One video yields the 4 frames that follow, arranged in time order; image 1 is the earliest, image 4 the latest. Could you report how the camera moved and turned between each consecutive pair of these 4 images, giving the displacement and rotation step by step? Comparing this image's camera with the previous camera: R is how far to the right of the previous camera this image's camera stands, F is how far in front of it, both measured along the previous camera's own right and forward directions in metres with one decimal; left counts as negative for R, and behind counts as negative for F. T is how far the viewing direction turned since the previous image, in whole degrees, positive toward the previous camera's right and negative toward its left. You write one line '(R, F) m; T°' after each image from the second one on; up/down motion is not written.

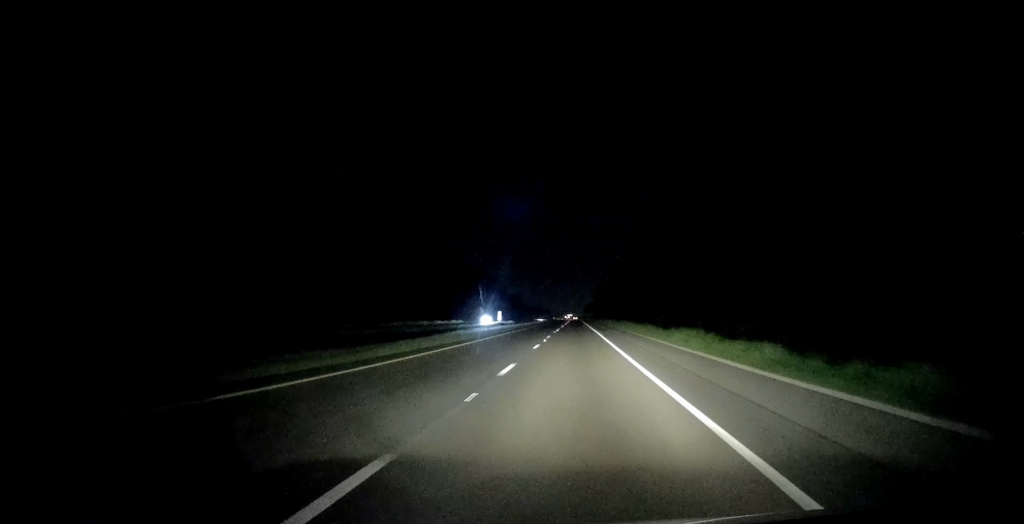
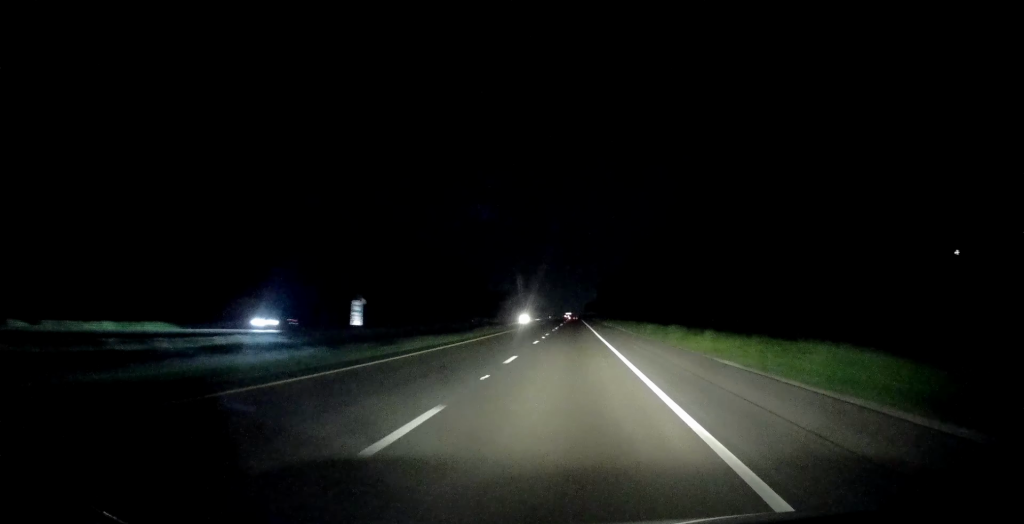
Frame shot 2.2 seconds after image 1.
(-1.0, +69.8) m; -1°
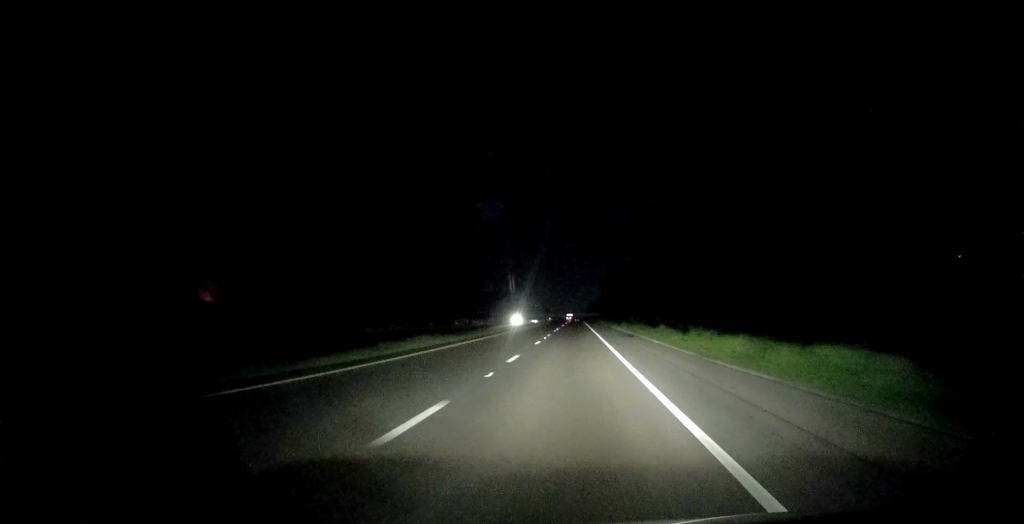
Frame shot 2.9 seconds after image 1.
(+0.2, +23.6) m; 0°
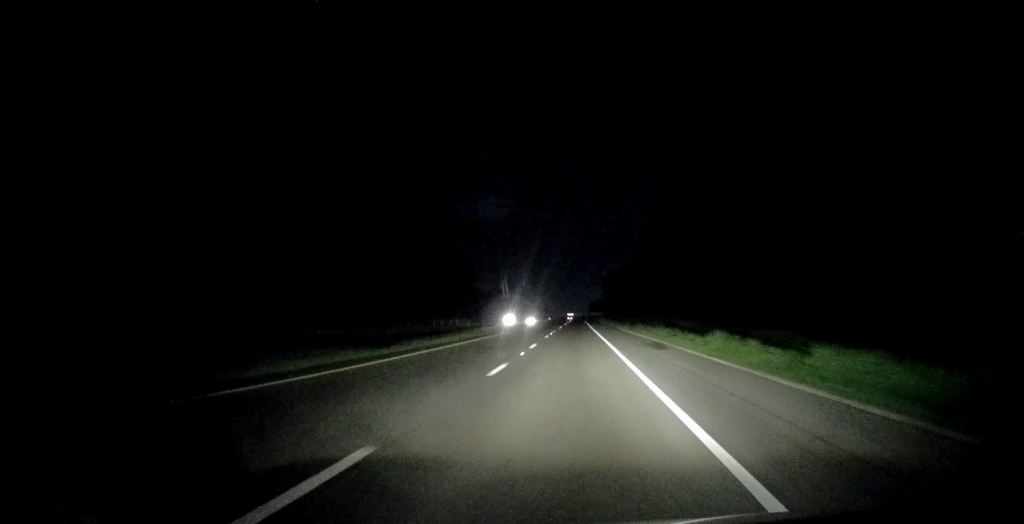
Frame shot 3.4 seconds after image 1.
(+0.4, +16.2) m; 0°
